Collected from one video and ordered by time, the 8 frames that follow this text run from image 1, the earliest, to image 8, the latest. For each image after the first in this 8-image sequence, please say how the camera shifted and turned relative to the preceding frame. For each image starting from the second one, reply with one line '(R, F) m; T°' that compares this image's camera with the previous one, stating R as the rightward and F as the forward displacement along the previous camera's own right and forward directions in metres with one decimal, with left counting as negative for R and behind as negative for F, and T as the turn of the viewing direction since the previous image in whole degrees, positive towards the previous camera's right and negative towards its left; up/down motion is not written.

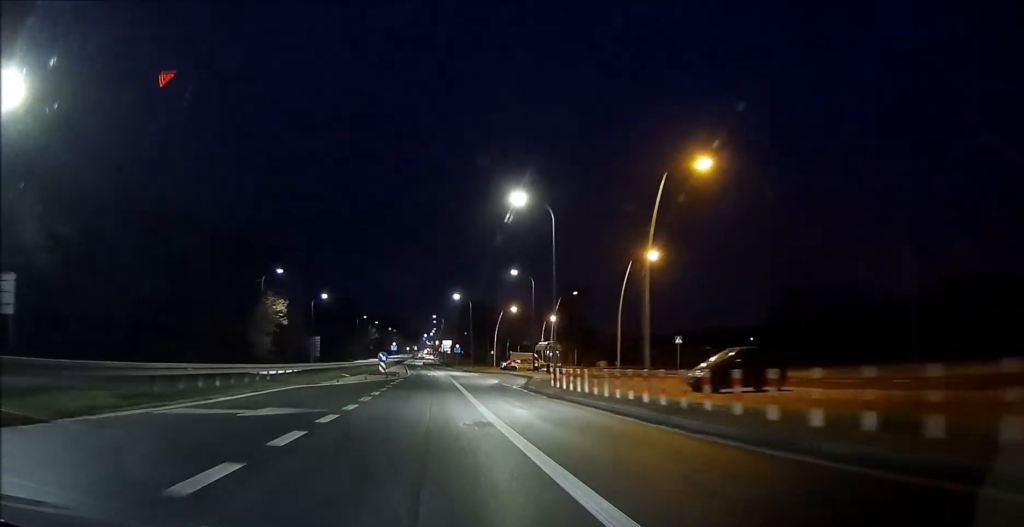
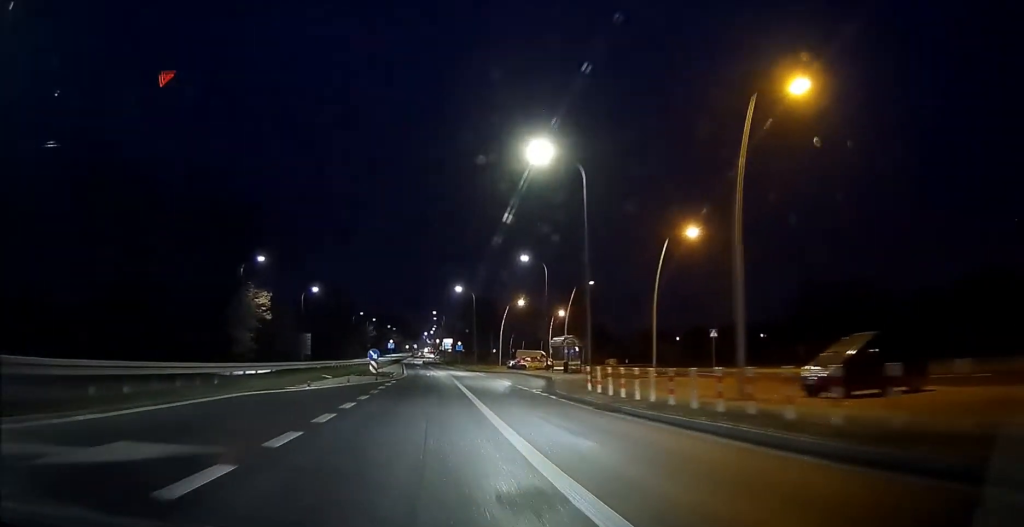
(0.0, +8.0) m; 0°
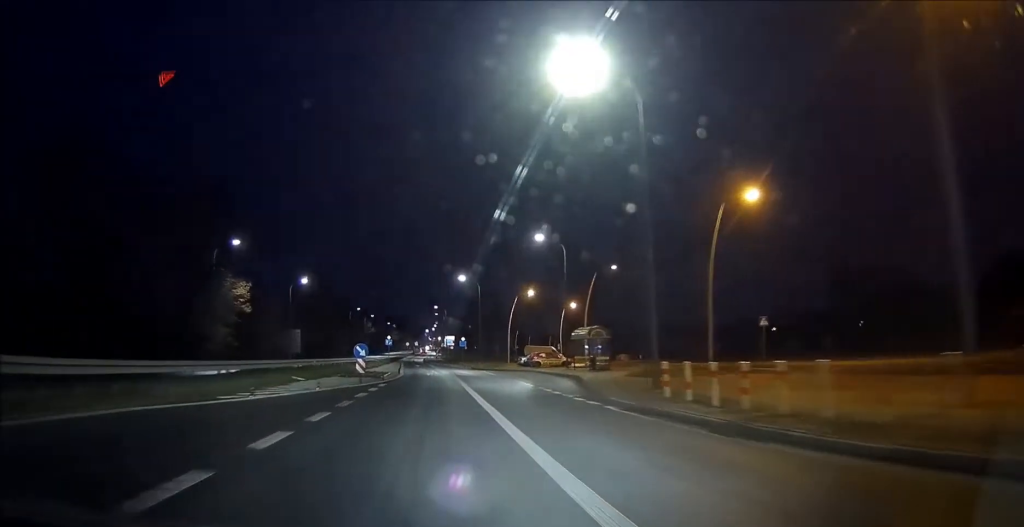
(0.0, +8.5) m; 0°
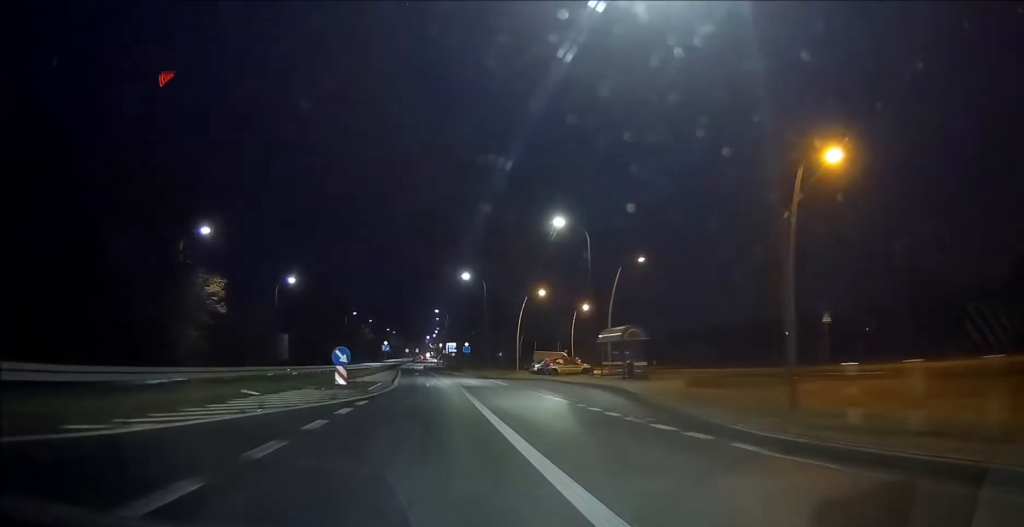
(0.0, +8.1) m; 0°
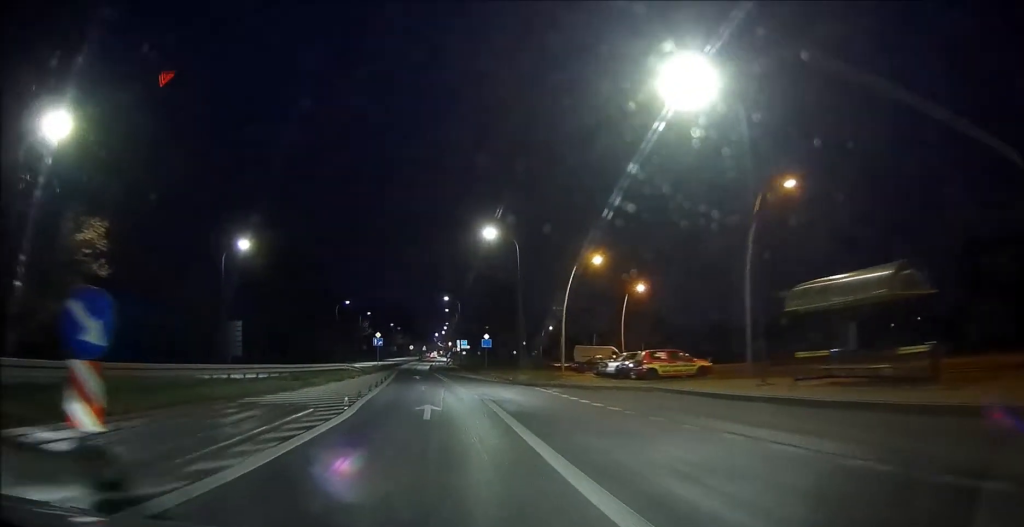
(-0.1, +23.0) m; -1°
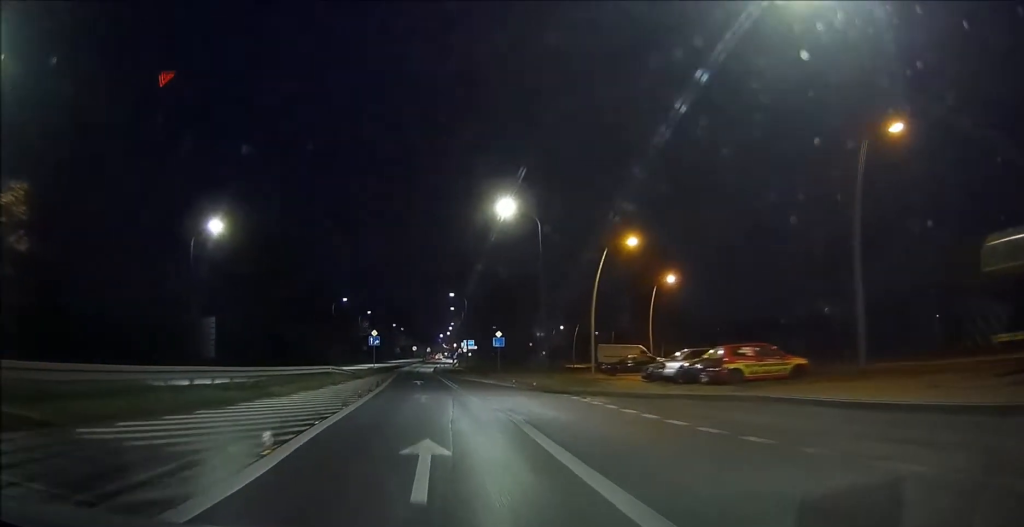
(-0.1, +8.6) m; 0°
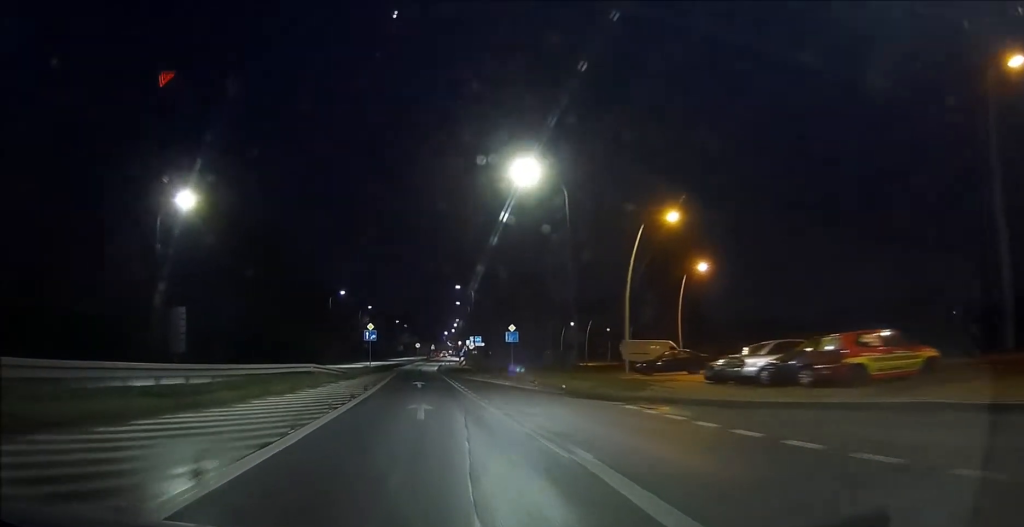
(0.0, +7.1) m; 0°
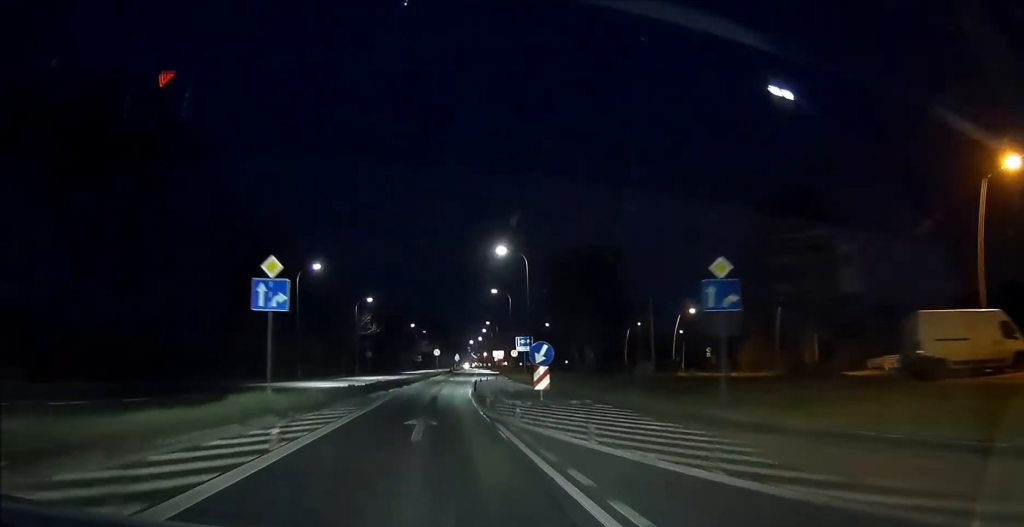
(-0.1, +36.0) m; -1°
